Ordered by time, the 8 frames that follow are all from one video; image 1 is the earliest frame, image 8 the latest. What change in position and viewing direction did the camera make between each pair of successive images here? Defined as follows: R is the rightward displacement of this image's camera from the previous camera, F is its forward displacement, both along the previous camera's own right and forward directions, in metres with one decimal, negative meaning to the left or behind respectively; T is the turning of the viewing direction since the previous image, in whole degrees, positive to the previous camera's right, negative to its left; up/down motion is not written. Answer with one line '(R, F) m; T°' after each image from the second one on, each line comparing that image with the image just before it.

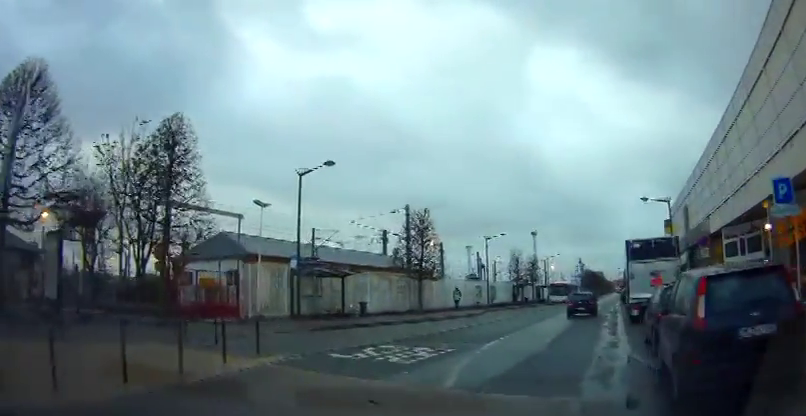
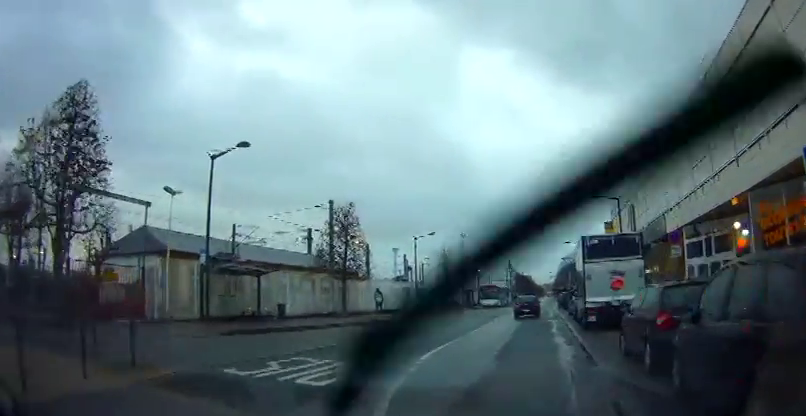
(+0.2, +2.6) m; +11°
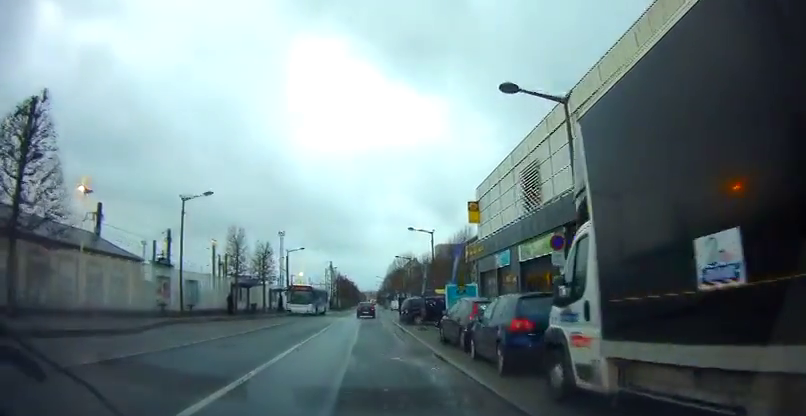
(+4.2, +15.0) m; +21°
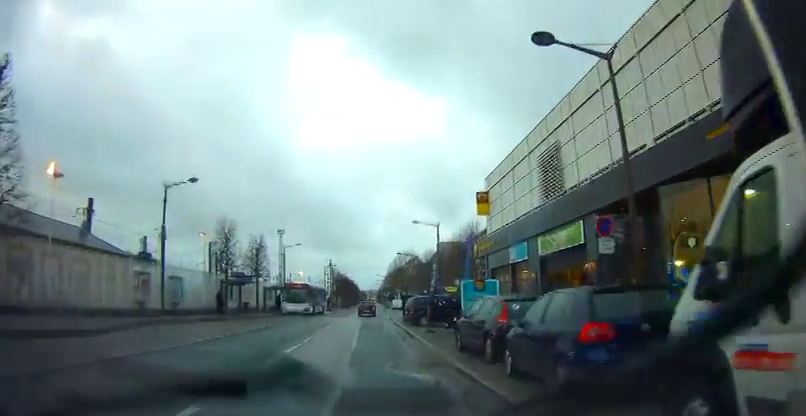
(+0.2, +2.6) m; +1°
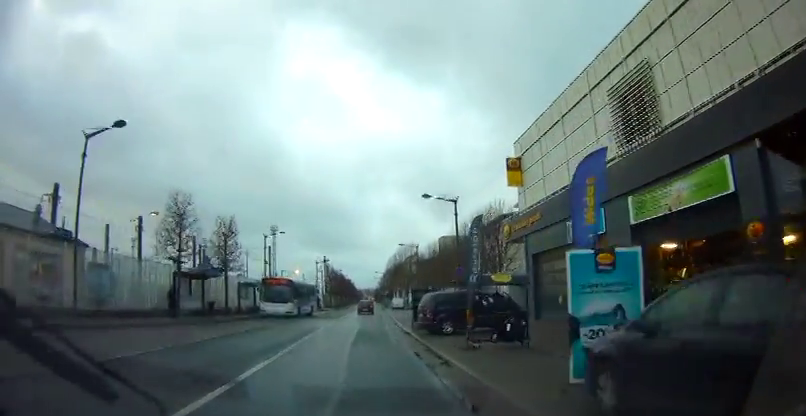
(-0.5, +7.9) m; +1°
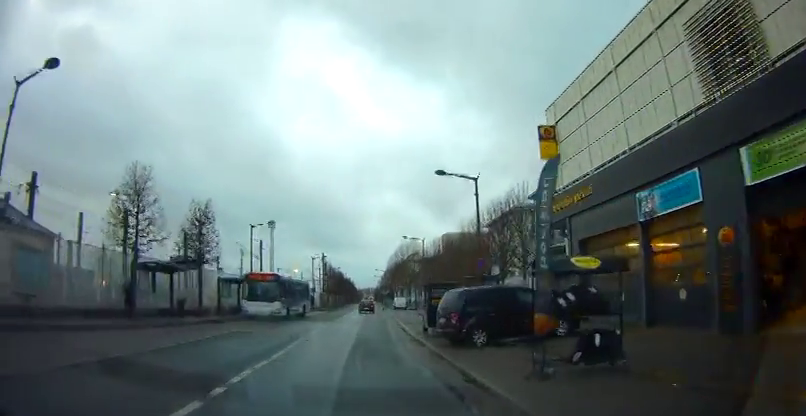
(+0.4, +5.0) m; +1°
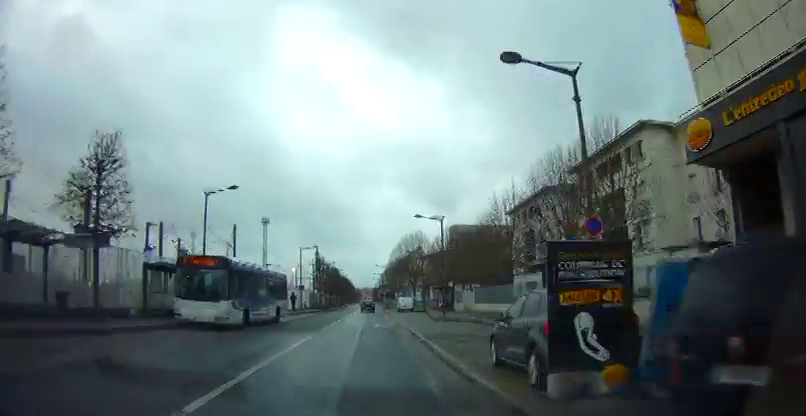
(-0.3, +11.1) m; -1°
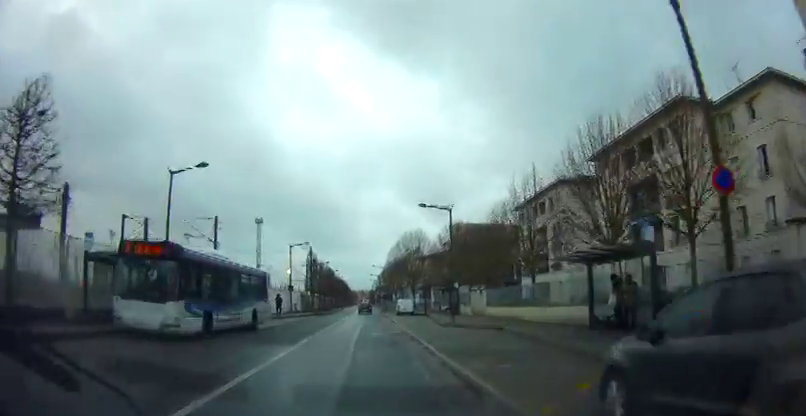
(+0.2, +4.9) m; +1°
